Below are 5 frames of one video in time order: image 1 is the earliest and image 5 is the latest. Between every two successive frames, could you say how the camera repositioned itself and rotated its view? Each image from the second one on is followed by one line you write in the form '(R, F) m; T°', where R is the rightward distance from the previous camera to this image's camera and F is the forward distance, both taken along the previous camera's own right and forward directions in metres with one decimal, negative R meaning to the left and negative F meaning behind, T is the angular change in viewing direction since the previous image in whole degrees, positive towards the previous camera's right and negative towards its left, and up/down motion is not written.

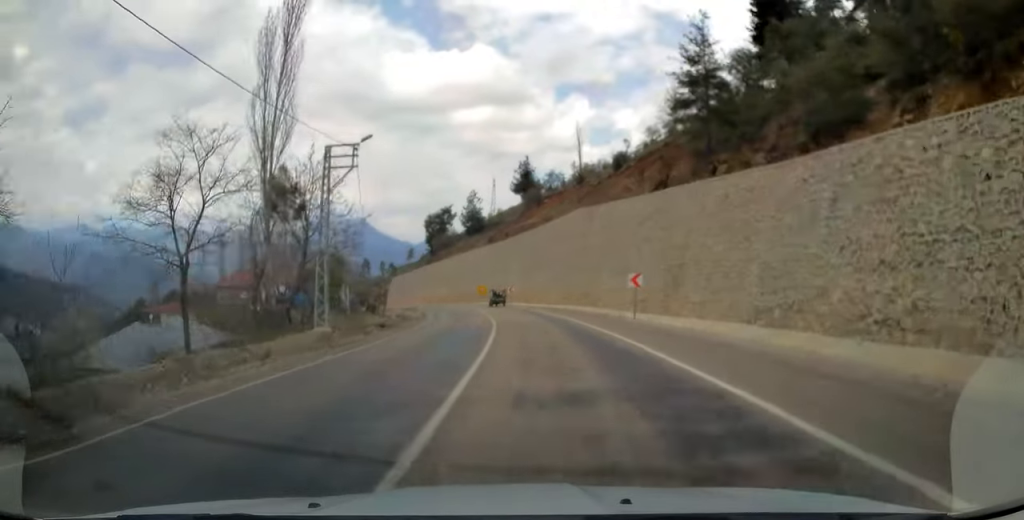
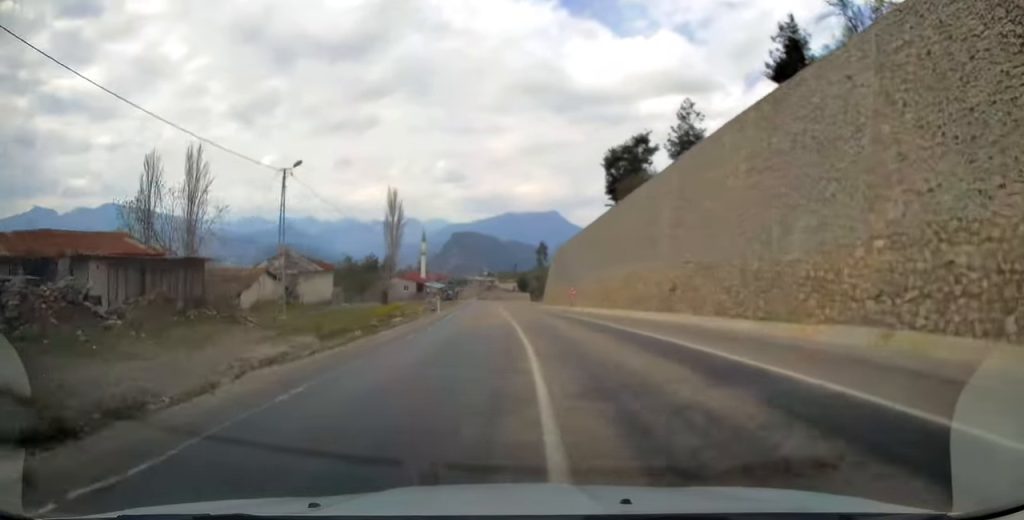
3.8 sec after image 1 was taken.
(-13.1, +83.7) m; -16°
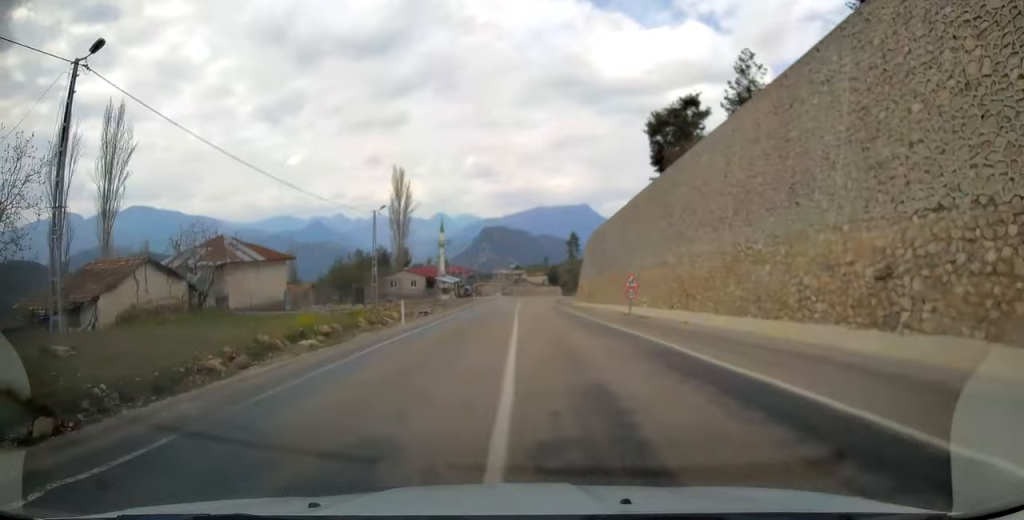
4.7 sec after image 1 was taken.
(-0.7, +19.6) m; -3°
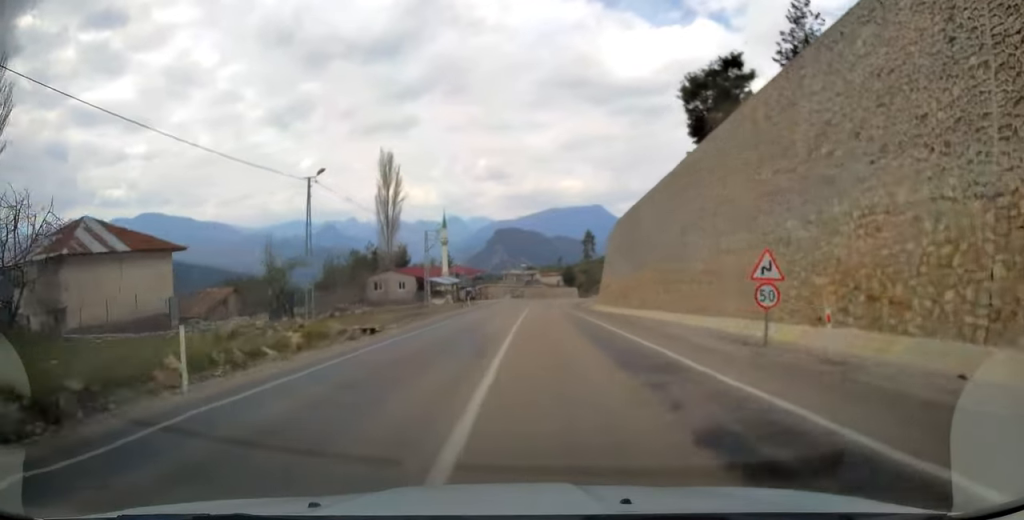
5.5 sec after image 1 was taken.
(-0.4, +17.6) m; -1°
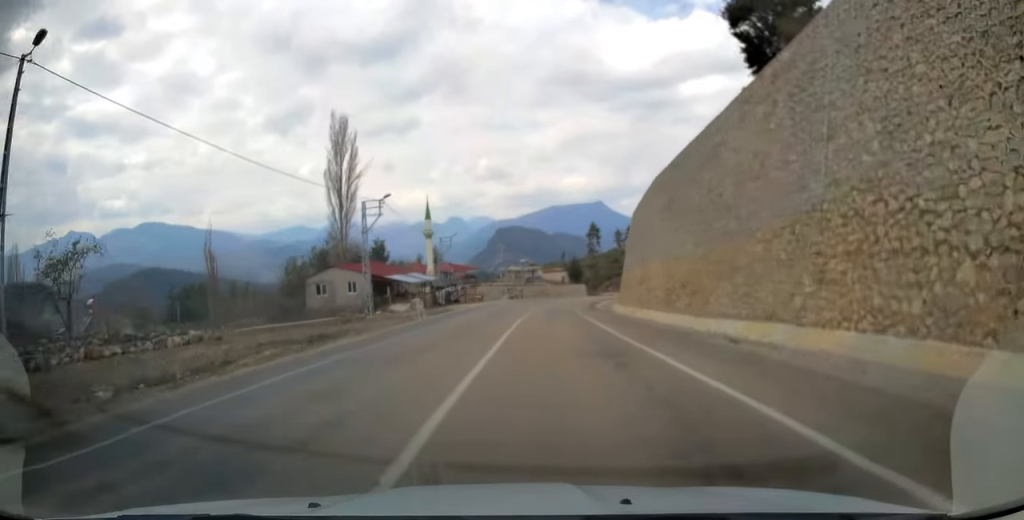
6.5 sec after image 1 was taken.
(-0.2, +23.2) m; -1°
